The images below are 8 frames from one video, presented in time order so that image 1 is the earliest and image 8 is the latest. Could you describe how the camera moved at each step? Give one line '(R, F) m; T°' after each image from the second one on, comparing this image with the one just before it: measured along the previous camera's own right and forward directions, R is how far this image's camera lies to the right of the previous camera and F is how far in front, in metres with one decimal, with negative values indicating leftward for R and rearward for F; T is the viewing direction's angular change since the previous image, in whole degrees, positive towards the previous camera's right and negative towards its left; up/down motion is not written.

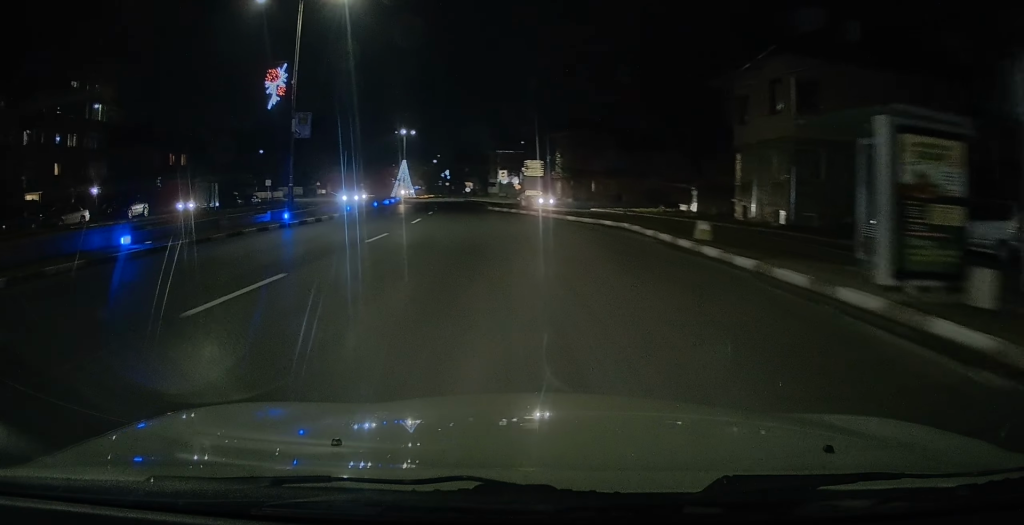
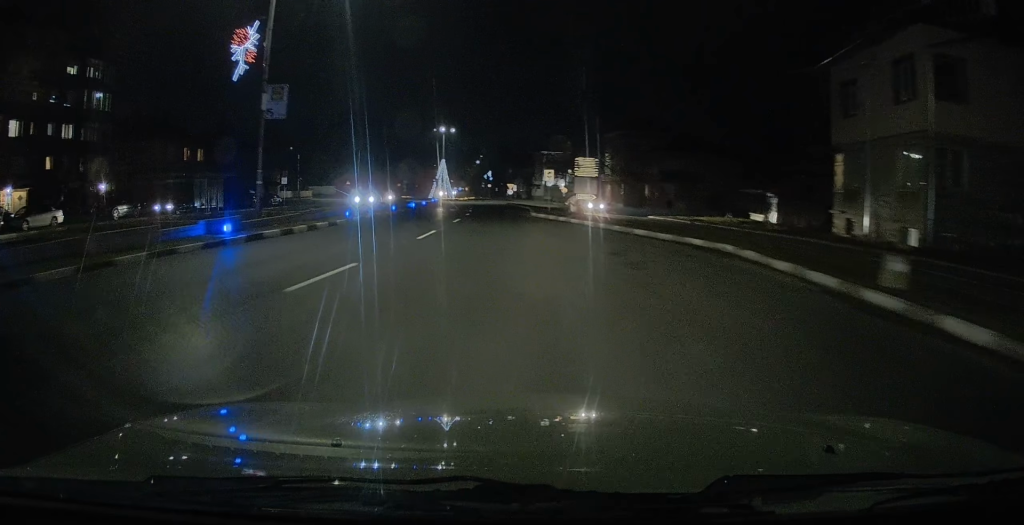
(-0.2, +7.2) m; -3°
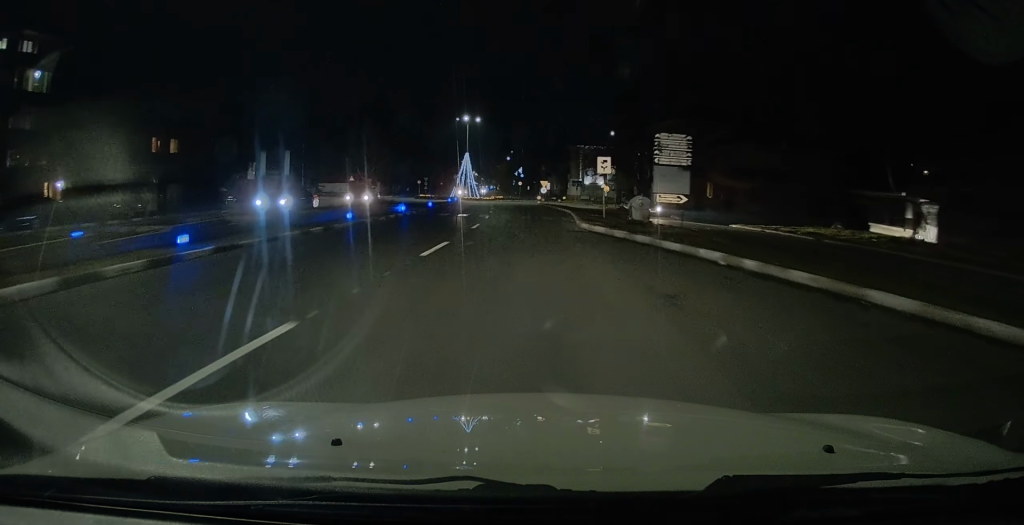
(-0.5, +13.6) m; -3°
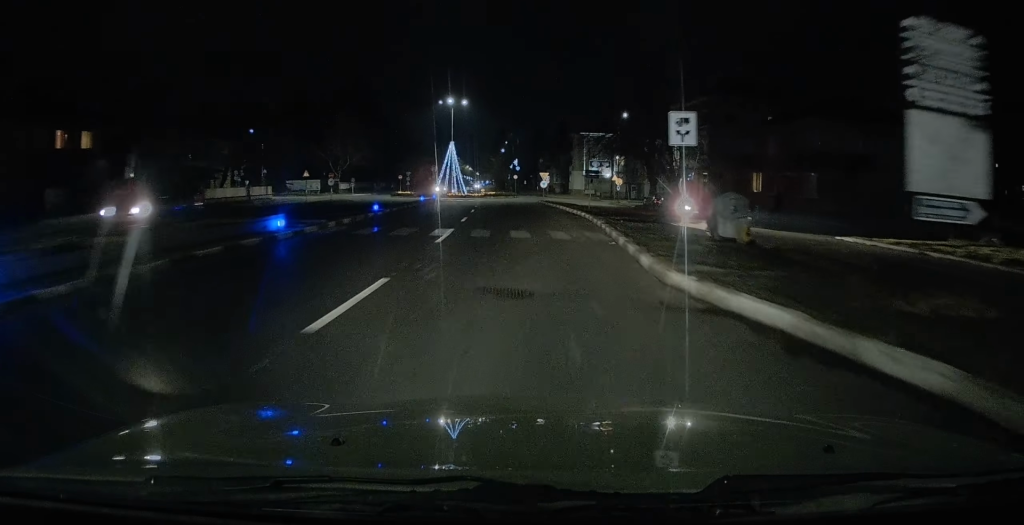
(0.0, +14.6) m; 0°
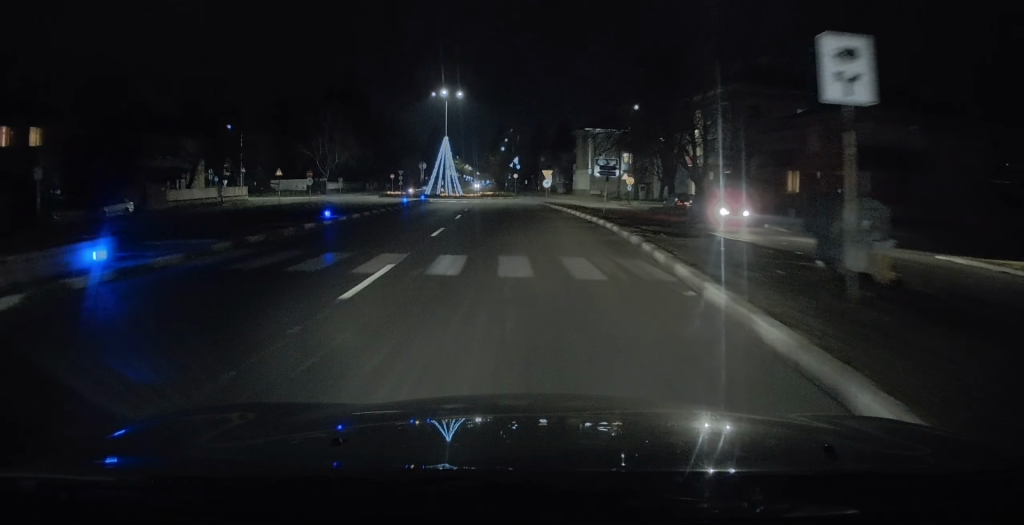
(-0.1, +7.2) m; -2°
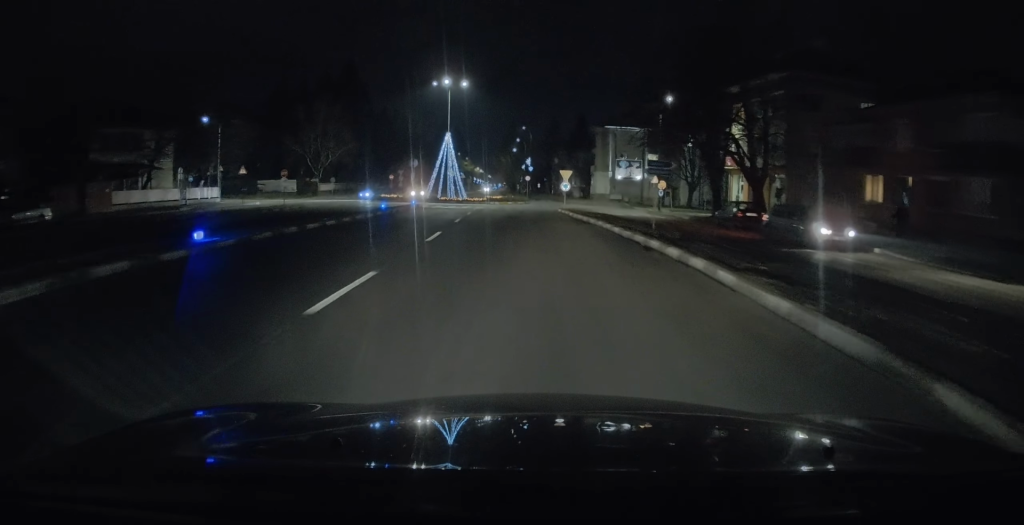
(-0.2, +9.8) m; -1°
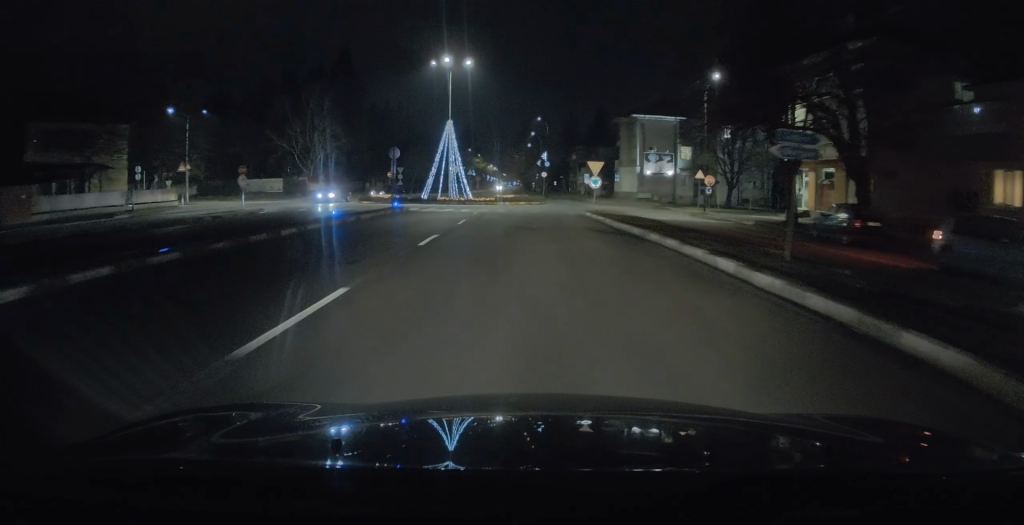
(+0.1, +10.5) m; 0°
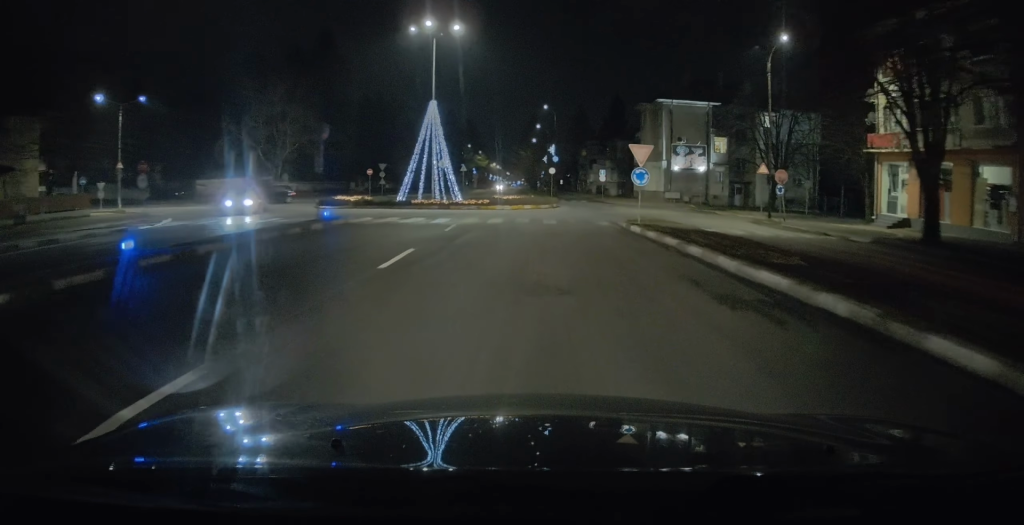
(-0.3, +12.4) m; -3°
